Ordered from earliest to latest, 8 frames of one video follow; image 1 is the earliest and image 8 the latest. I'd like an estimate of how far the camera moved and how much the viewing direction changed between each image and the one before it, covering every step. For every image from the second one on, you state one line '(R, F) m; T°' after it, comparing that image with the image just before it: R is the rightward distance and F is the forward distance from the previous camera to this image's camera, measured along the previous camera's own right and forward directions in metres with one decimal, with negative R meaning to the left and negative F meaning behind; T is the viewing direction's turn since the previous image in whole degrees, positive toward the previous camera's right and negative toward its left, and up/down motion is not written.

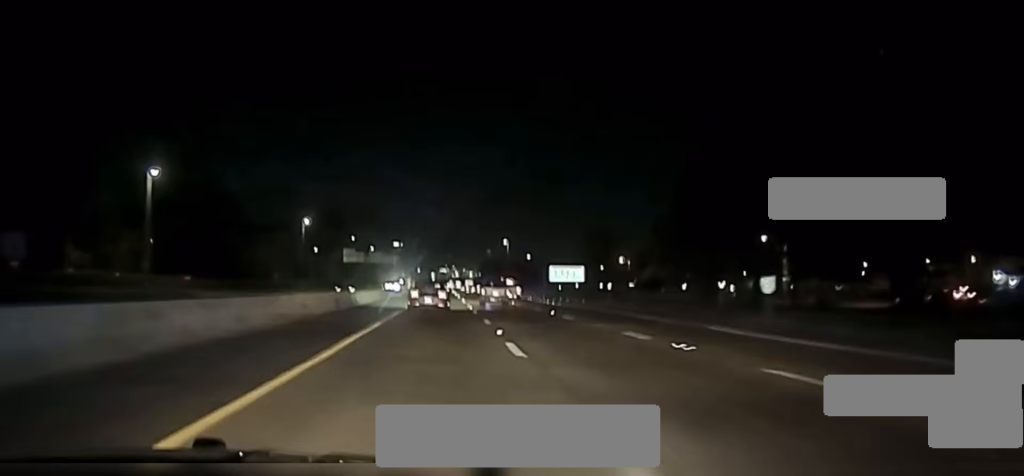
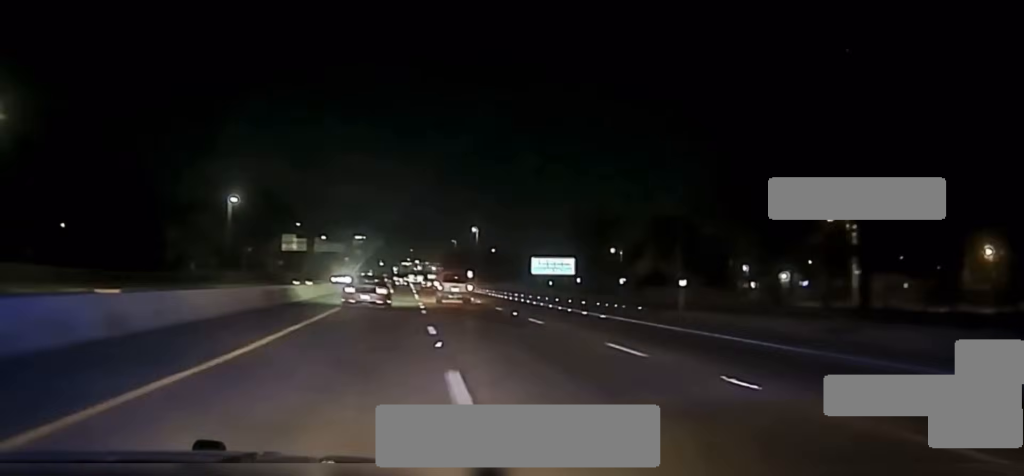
(+1.1, +29.3) m; +1°
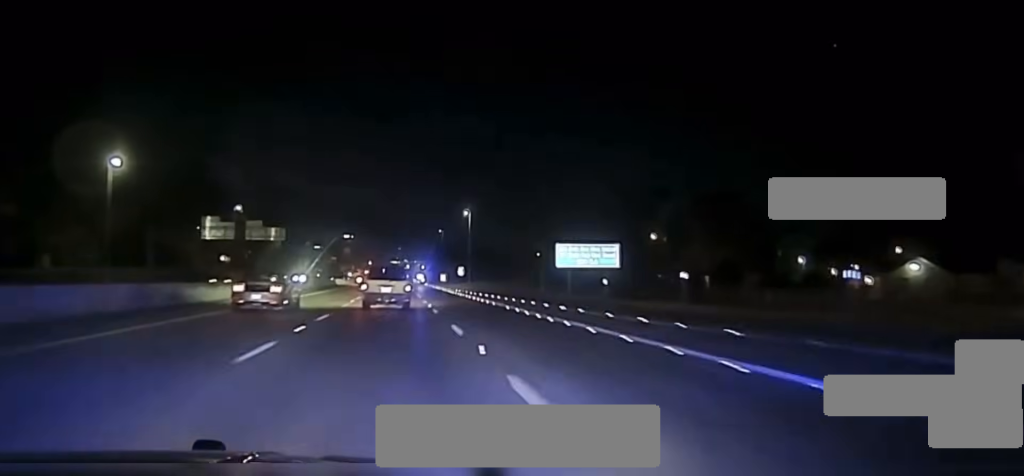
(-0.2, +44.2) m; -1°
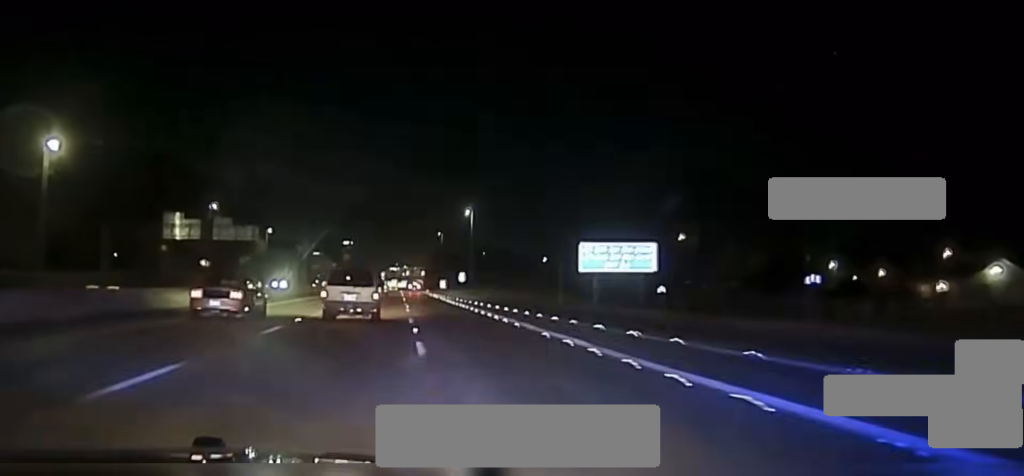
(0.0, +16.5) m; 0°
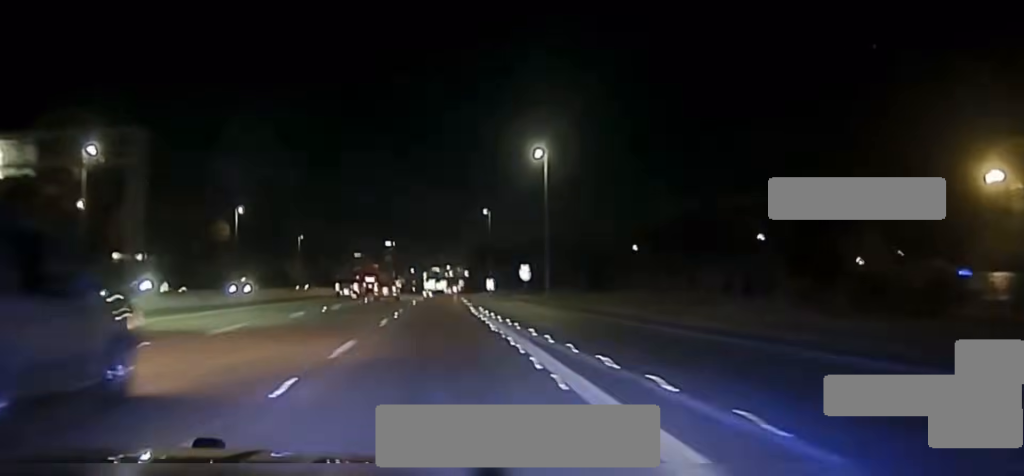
(-1.0, +61.4) m; -2°
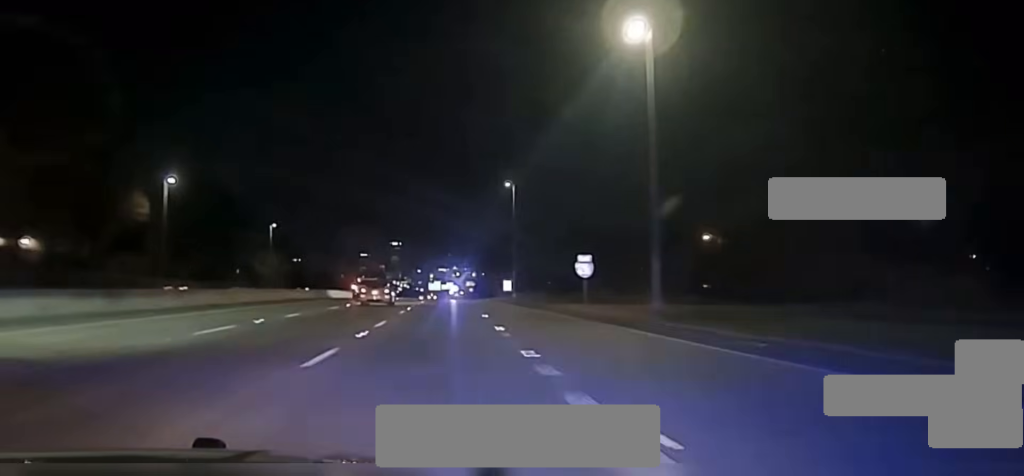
(-0.6, +39.3) m; 0°
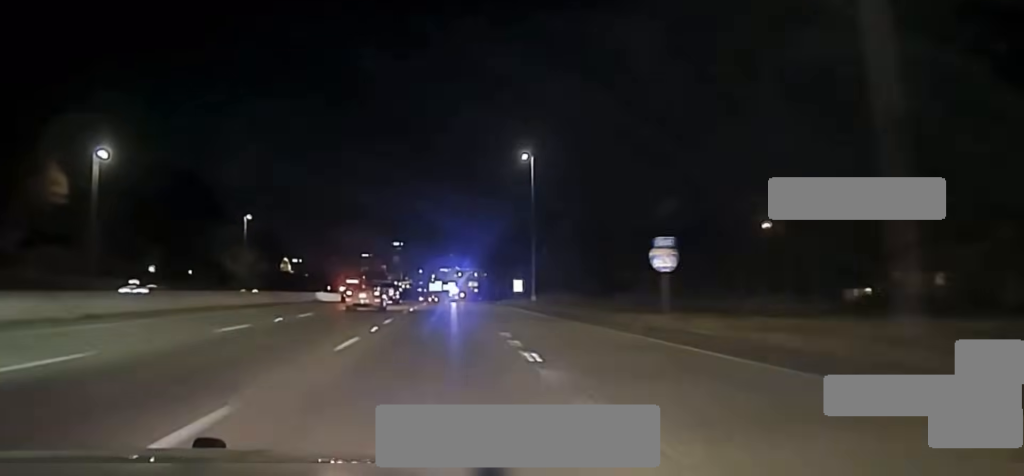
(+0.2, +20.9) m; 0°
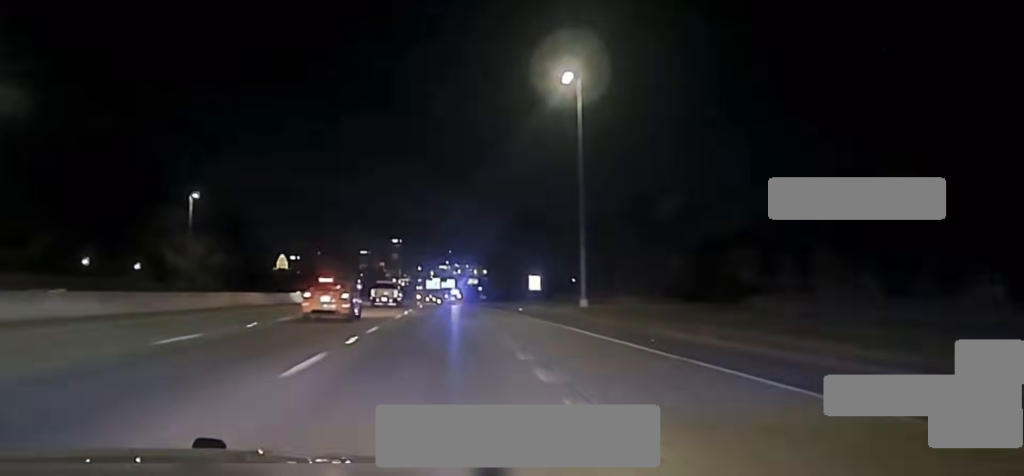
(+0.2, +29.0) m; 0°
